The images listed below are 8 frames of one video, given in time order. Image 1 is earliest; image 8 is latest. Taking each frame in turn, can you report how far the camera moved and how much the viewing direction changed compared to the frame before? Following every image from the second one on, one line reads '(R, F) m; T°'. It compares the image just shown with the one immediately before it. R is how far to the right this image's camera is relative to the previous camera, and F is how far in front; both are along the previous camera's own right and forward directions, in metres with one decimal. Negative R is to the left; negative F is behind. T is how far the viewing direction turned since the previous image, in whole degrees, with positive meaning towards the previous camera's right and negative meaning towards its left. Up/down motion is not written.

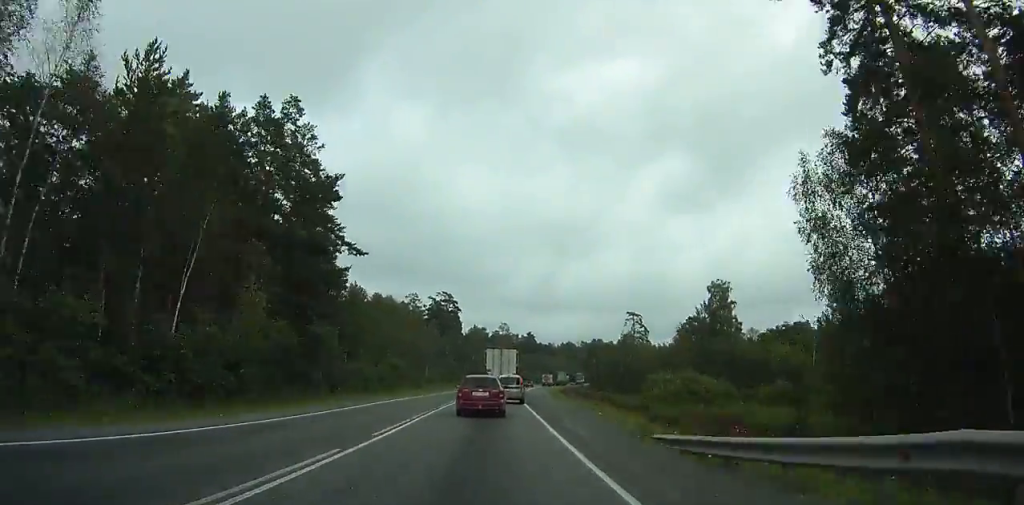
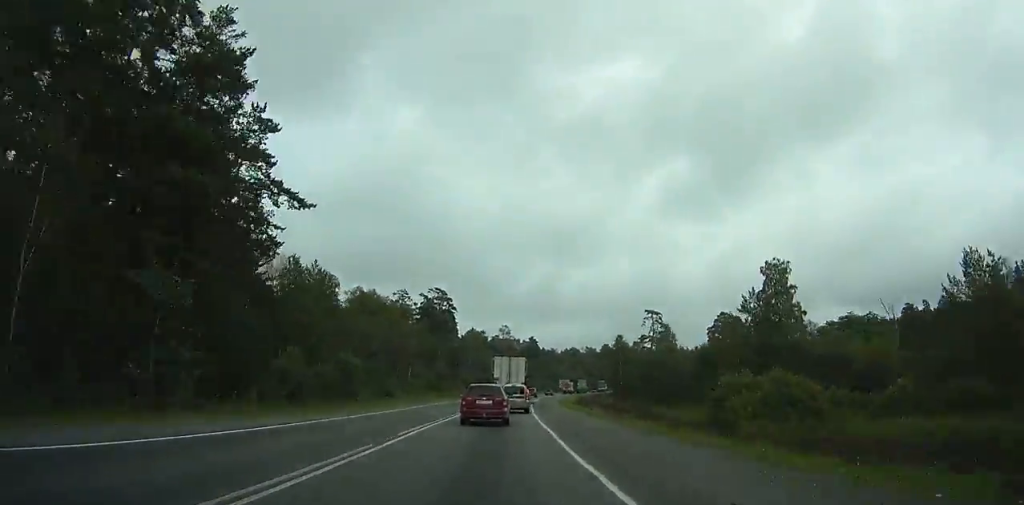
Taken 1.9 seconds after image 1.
(0.0, +20.8) m; 0°
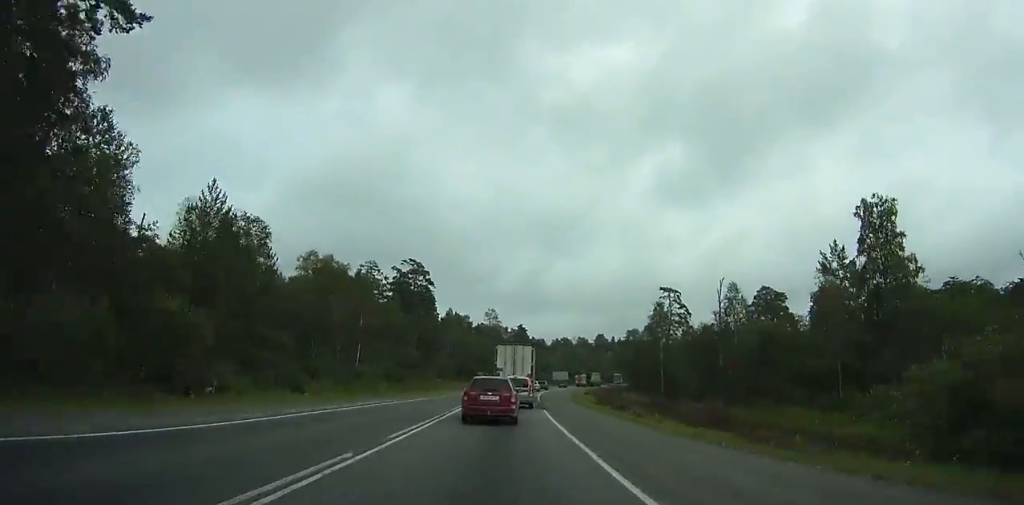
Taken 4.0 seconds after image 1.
(-0.2, +22.8) m; 0°
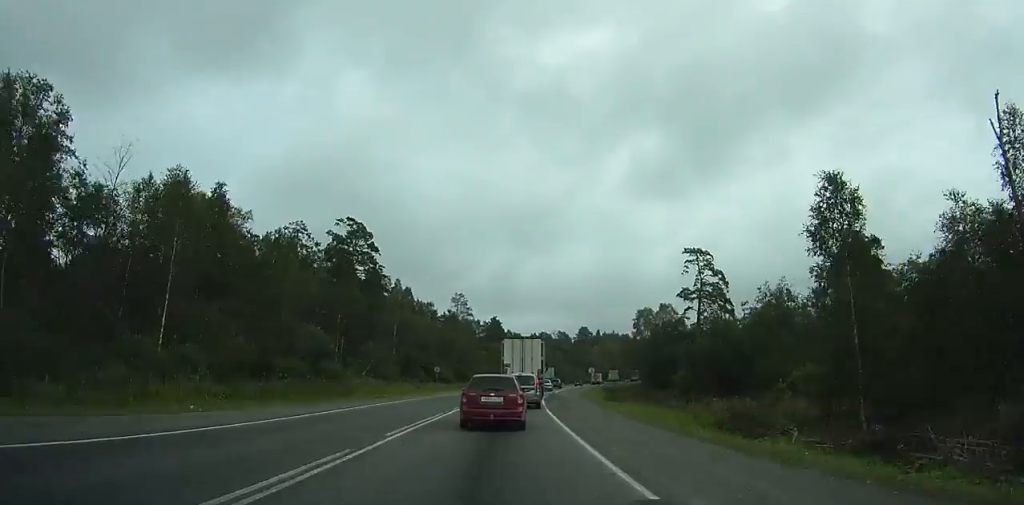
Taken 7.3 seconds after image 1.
(+0.6, +34.4) m; +2°
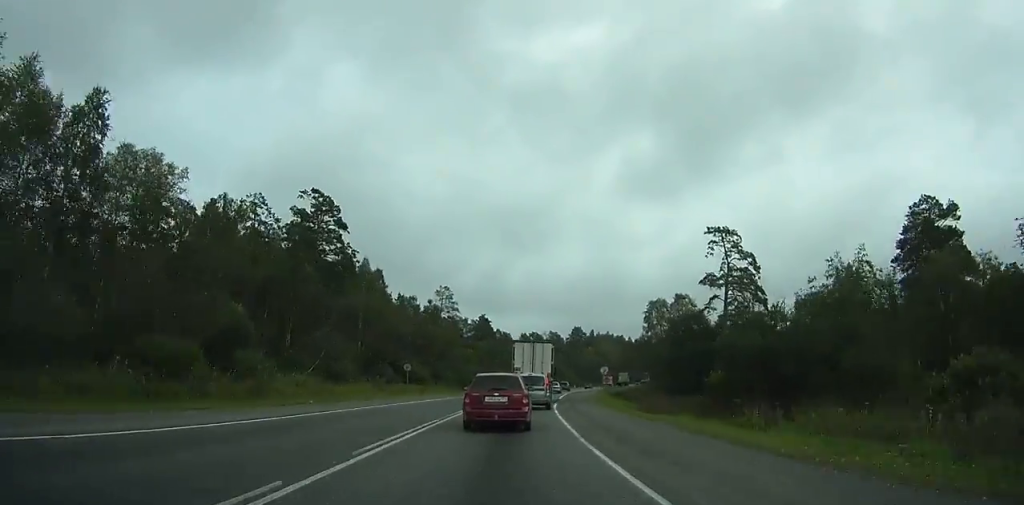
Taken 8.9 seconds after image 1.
(+0.3, +15.7) m; +2°
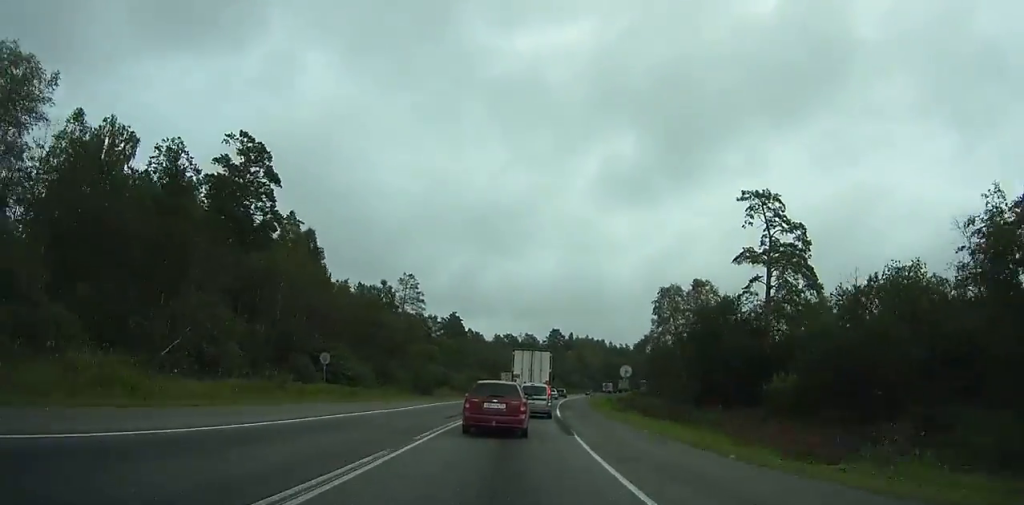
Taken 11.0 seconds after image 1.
(+0.3, +20.2) m; +2°
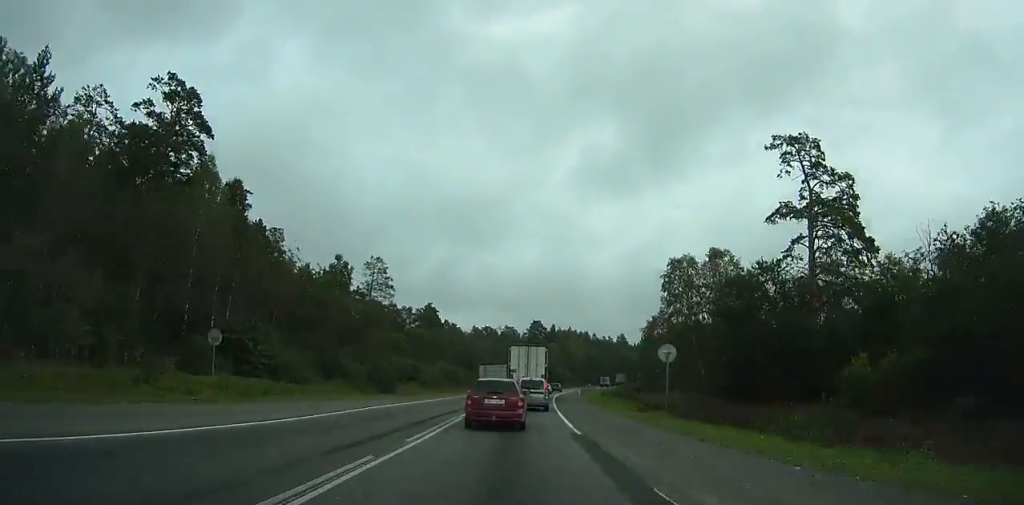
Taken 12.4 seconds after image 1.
(+0.2, +13.1) m; +2°
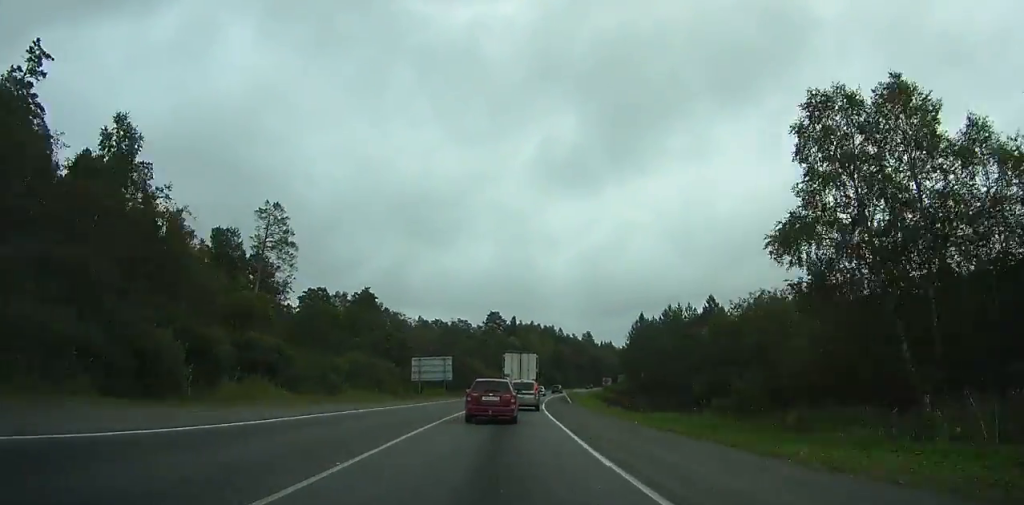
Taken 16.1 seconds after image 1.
(+1.4, +34.7) m; +4°
